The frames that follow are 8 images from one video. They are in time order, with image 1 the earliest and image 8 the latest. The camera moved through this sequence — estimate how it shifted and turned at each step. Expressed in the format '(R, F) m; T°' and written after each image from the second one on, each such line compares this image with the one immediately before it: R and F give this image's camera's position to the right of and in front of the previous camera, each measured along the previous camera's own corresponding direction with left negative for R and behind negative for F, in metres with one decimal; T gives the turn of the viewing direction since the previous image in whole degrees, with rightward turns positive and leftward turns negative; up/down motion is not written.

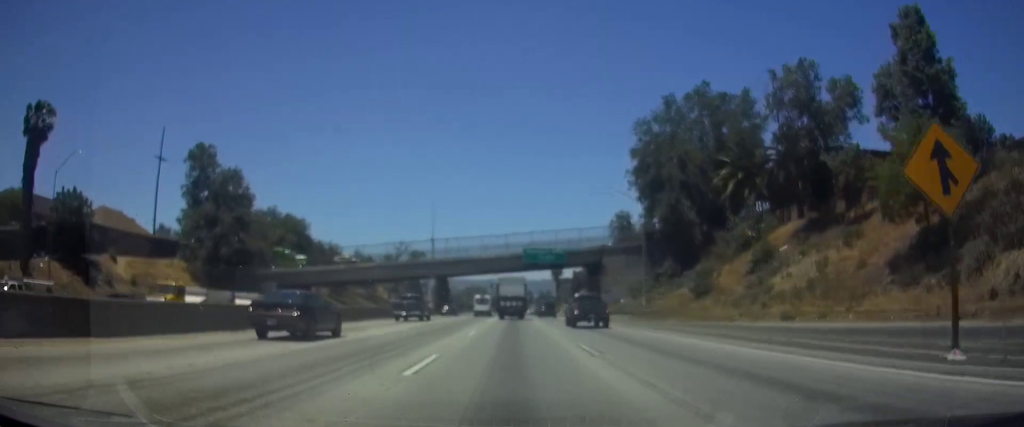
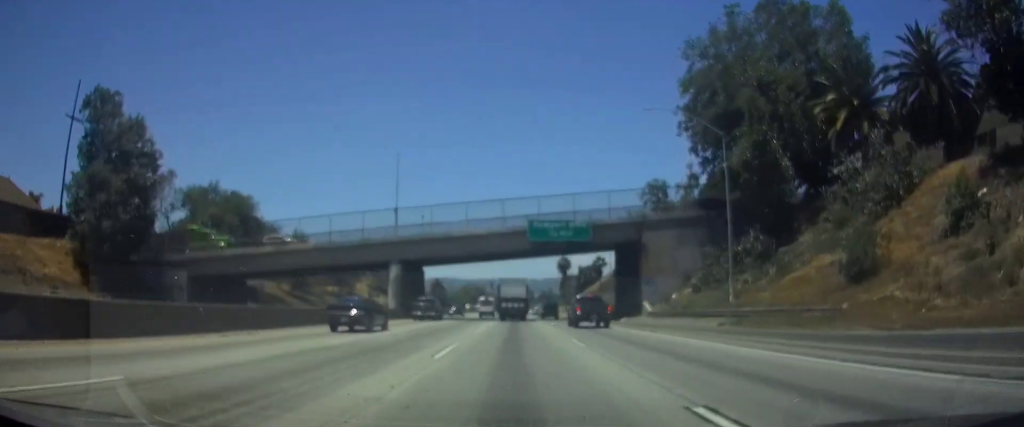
(+0.1, +25.7) m; 0°
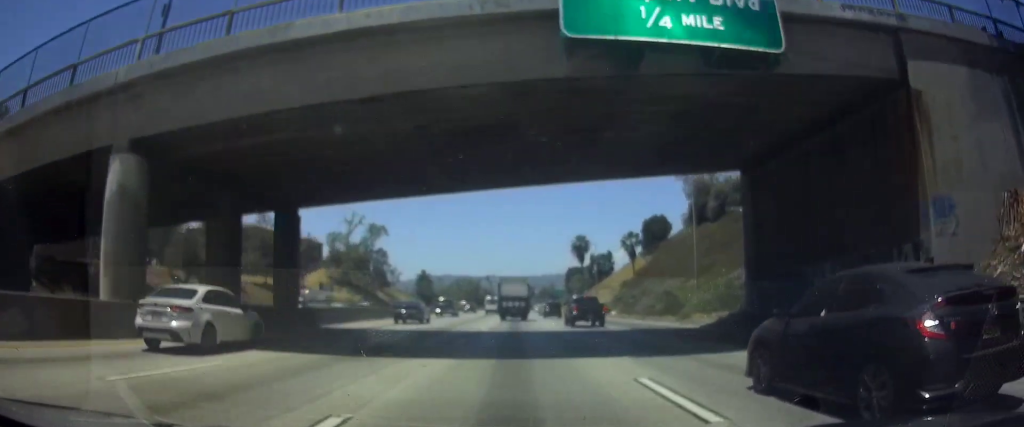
(-0.3, +40.9) m; -1°
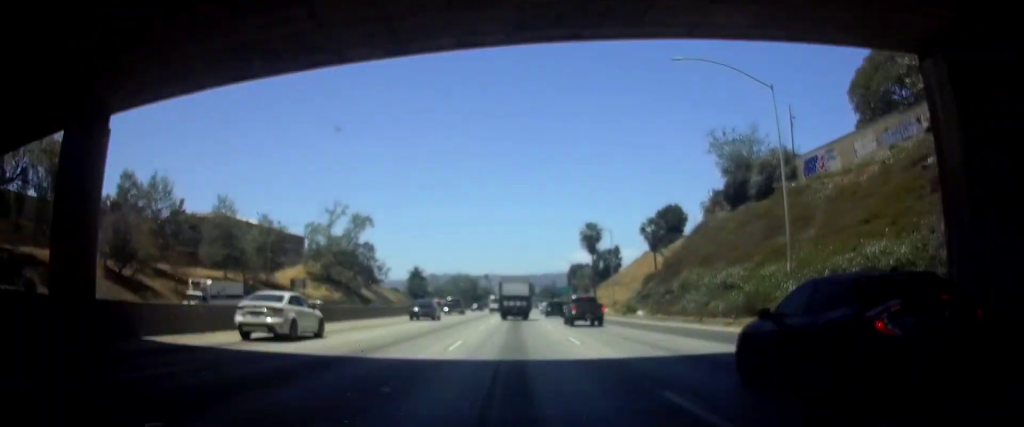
(0.0, +16.1) m; 0°
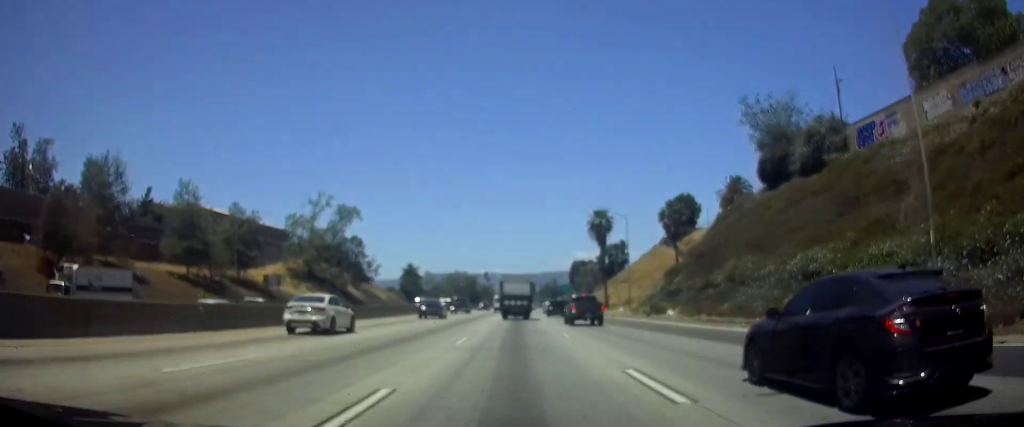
(-0.1, +11.9) m; 0°
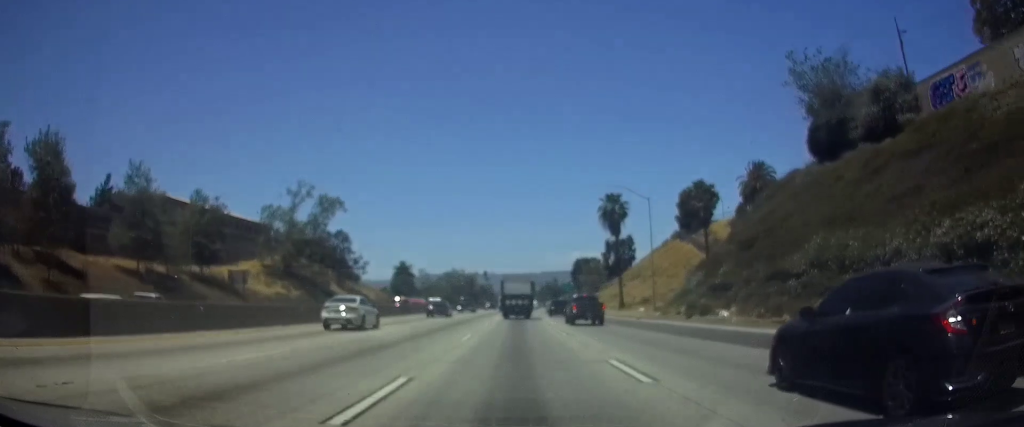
(0.0, +12.6) m; 0°
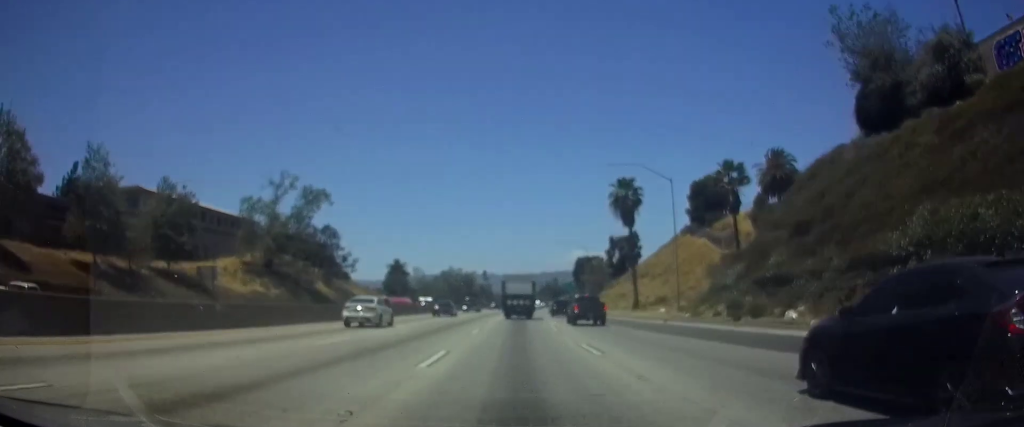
(0.0, +9.1) m; 0°
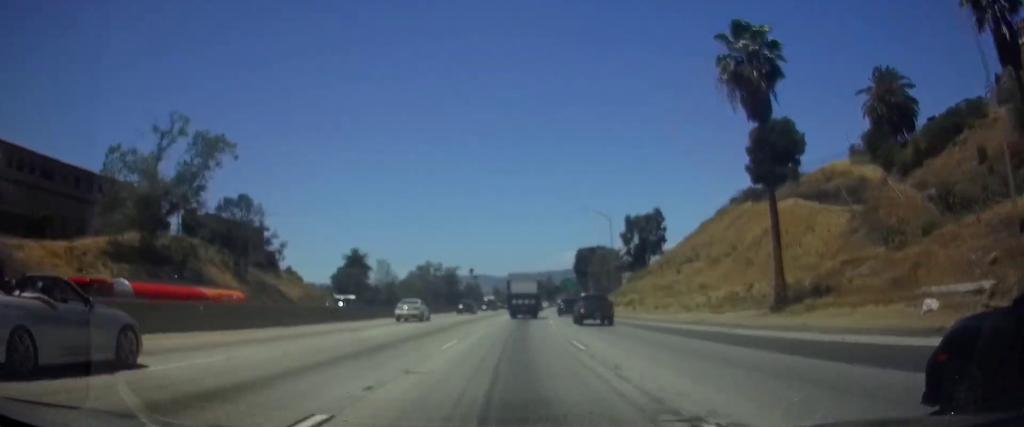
(+0.4, +38.3) m; +2°
